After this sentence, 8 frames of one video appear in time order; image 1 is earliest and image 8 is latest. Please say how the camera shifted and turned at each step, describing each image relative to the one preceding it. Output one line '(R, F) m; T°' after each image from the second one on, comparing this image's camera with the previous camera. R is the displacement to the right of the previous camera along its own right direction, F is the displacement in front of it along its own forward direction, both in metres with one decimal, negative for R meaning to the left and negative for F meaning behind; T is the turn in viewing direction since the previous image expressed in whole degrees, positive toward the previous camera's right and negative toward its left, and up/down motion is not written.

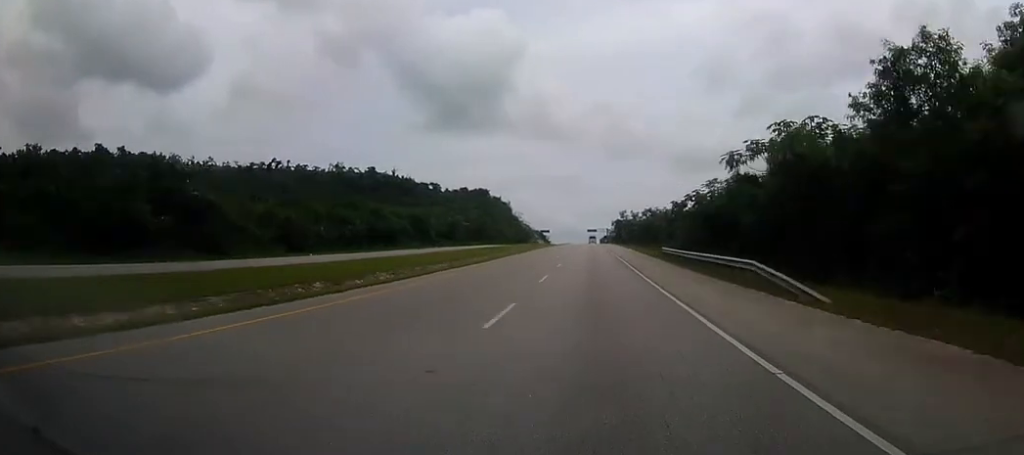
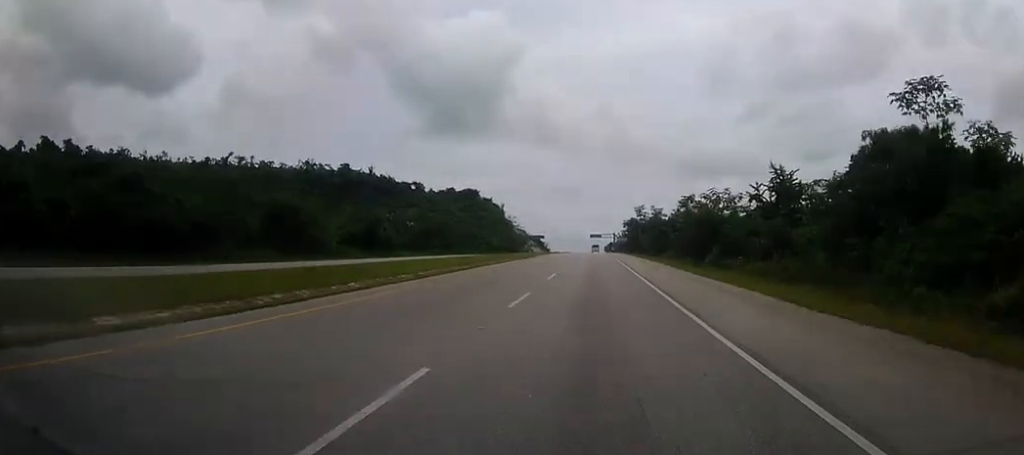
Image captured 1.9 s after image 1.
(-0.1, +56.3) m; 0°
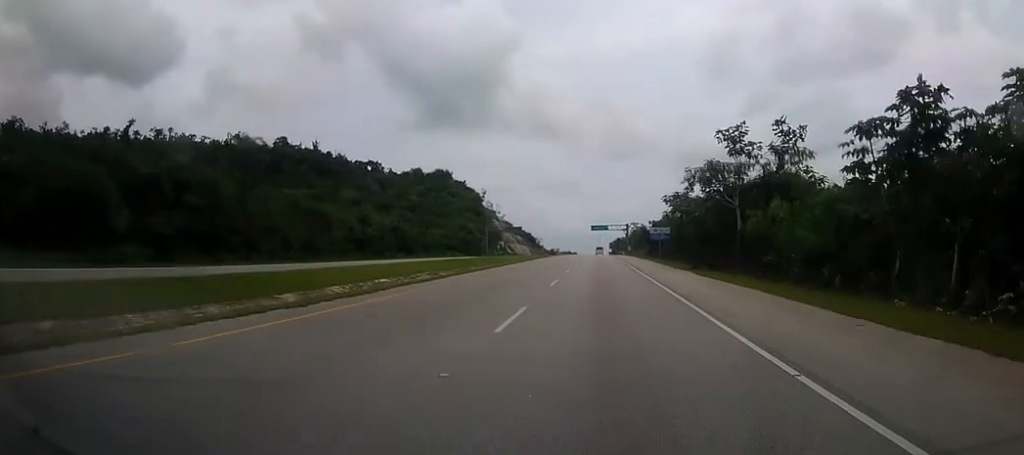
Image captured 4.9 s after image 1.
(0.0, +88.7) m; 0°
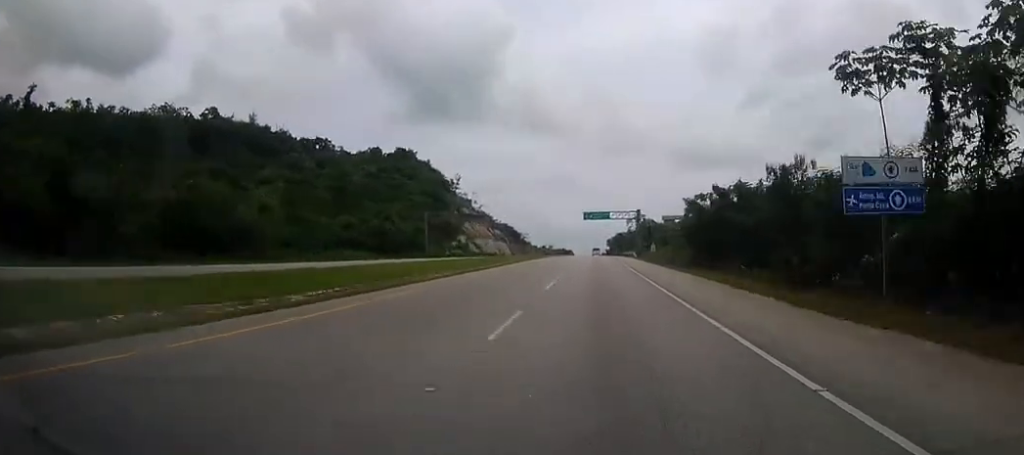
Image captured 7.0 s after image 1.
(0.0, +61.2) m; 0°
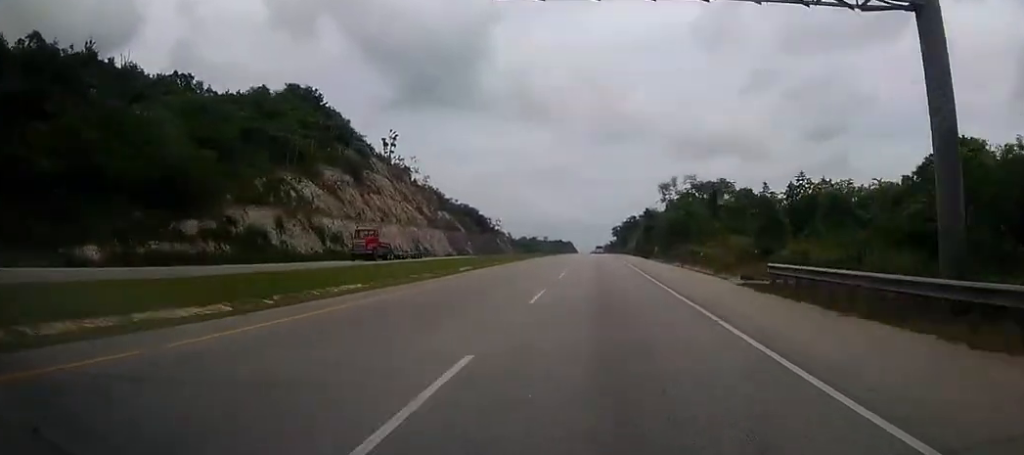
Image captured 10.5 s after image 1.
(+0.1, +102.6) m; 0°
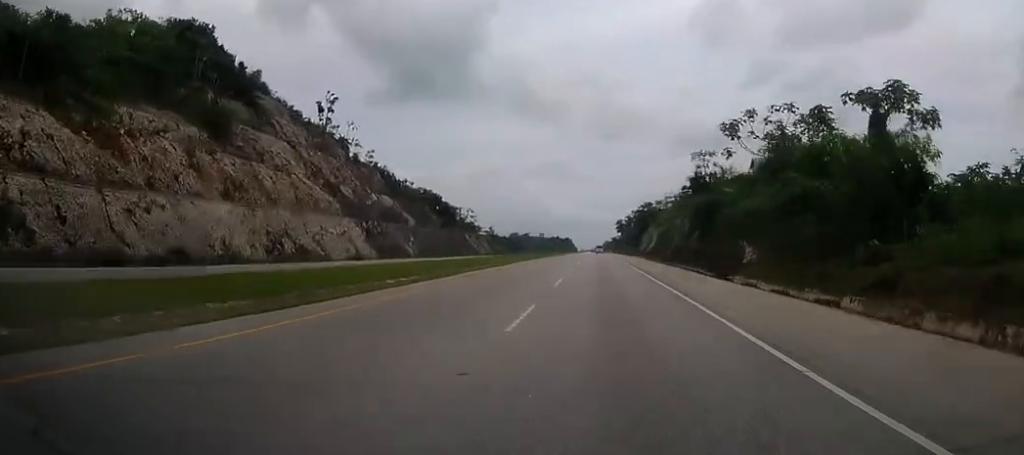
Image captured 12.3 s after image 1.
(-0.1, +53.0) m; 0°
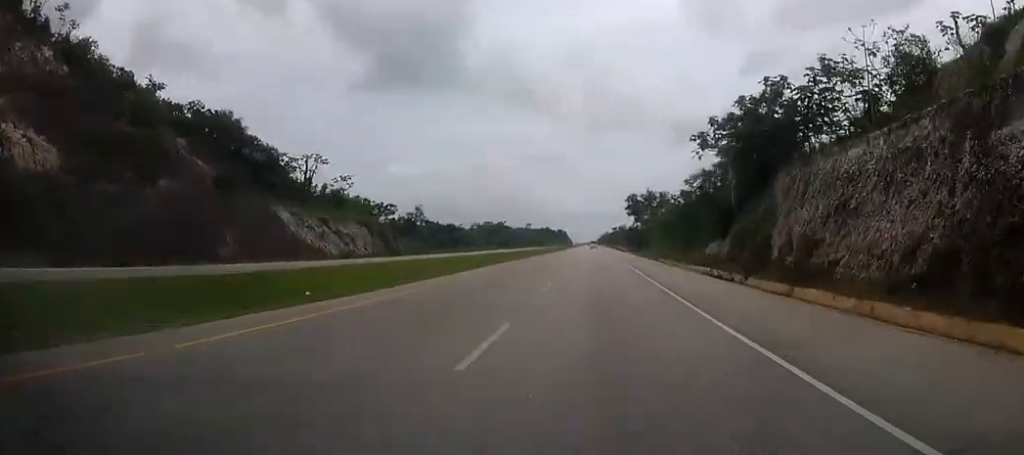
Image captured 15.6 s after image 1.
(+0.1, +99.0) m; 0°
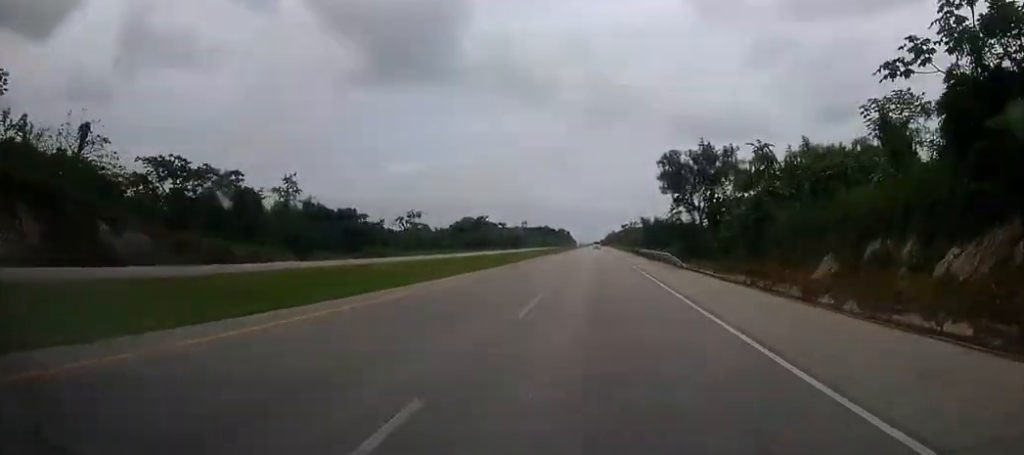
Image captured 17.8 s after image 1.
(0.0, +67.3) m; 0°
